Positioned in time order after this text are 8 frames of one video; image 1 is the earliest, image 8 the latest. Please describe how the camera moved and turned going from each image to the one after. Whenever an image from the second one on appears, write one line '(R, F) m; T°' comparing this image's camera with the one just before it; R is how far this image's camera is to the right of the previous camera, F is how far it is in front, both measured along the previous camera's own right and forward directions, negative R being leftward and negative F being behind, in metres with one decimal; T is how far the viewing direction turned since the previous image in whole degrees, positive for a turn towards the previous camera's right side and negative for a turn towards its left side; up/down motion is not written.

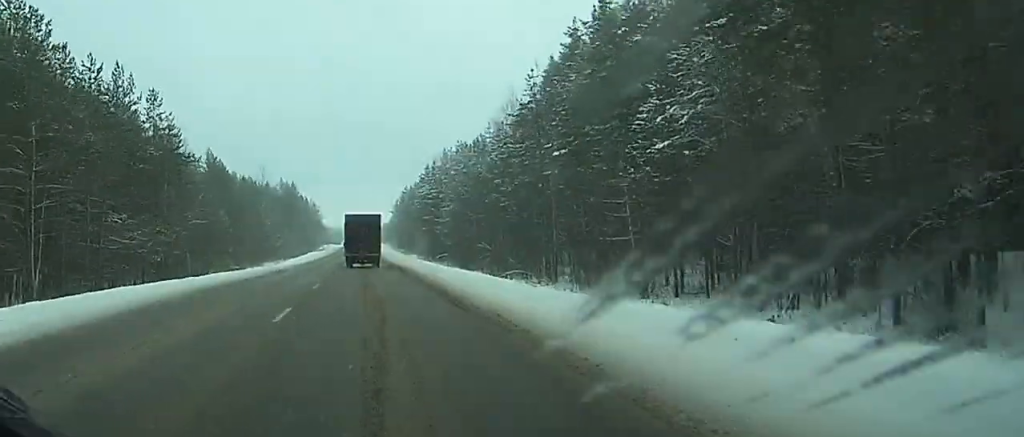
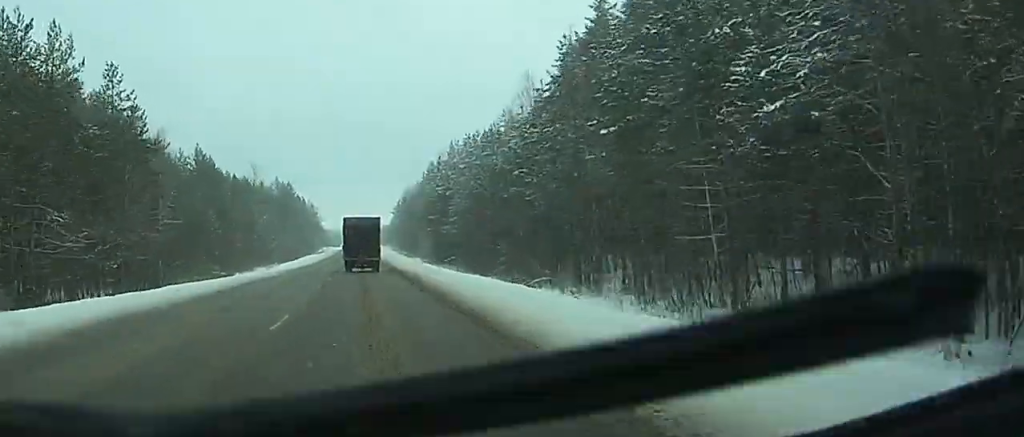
(+0.8, +12.0) m; +3°
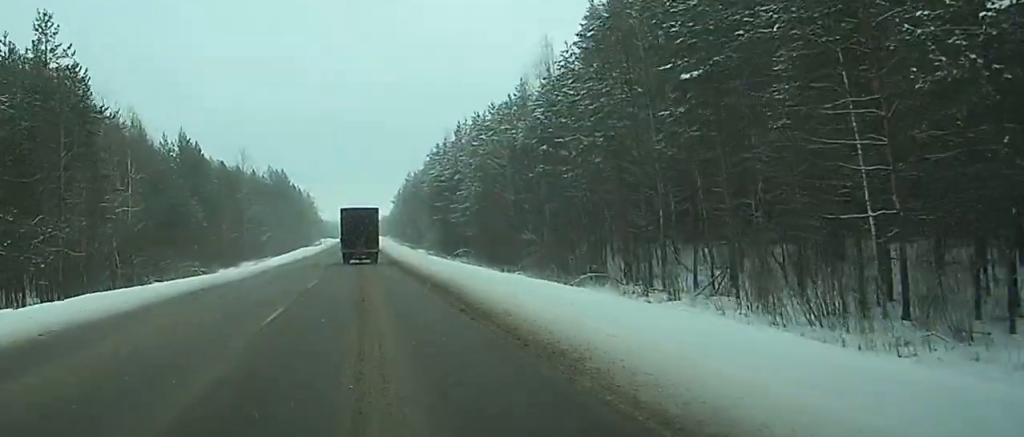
(+0.3, +12.8) m; +1°
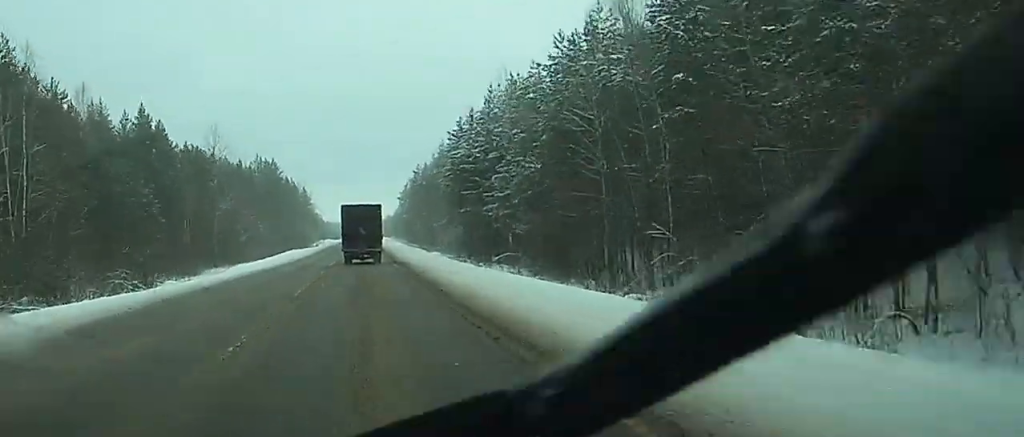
(-0.1, +28.4) m; -1°
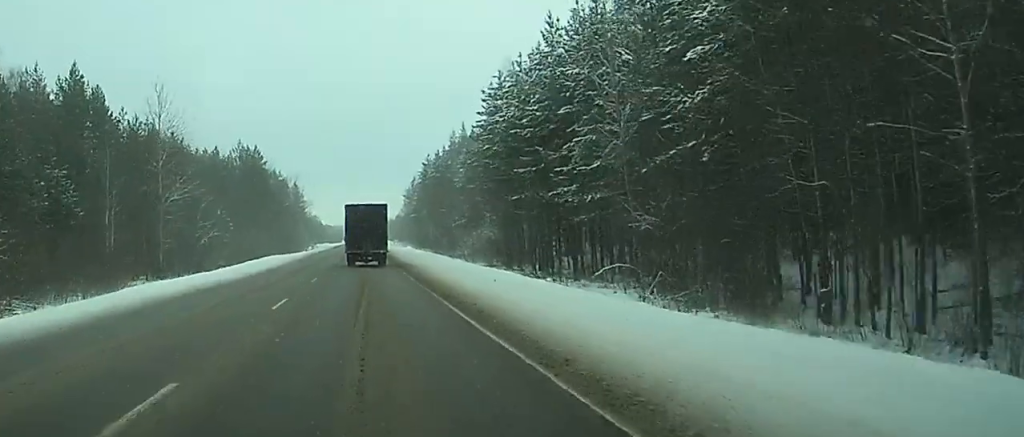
(-0.2, +29.6) m; 0°
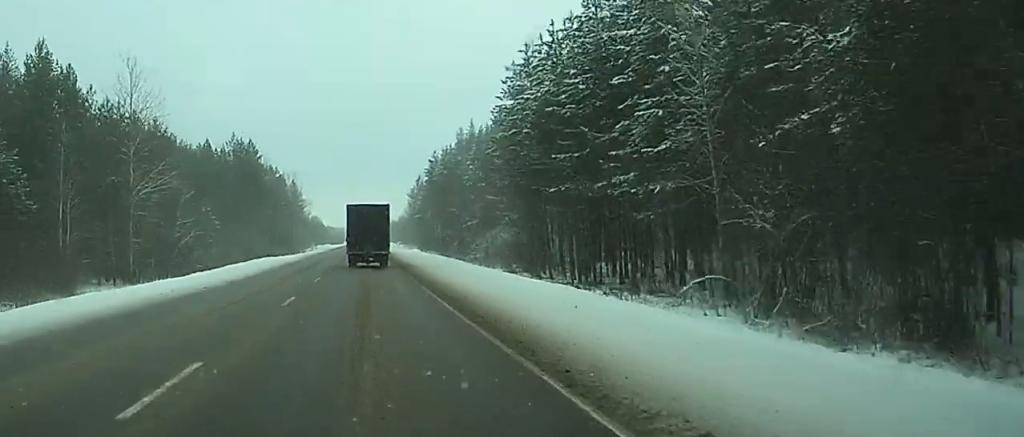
(0.0, +10.8) m; 0°
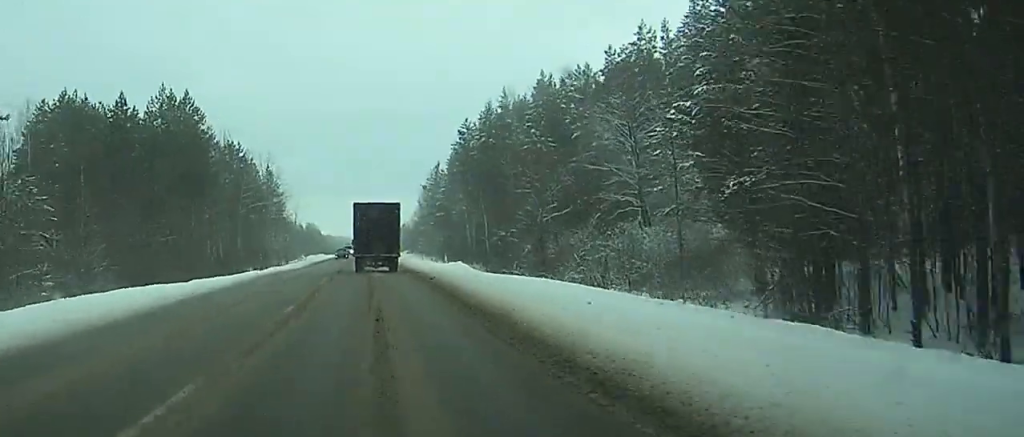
(-0.5, +49.5) m; -2°
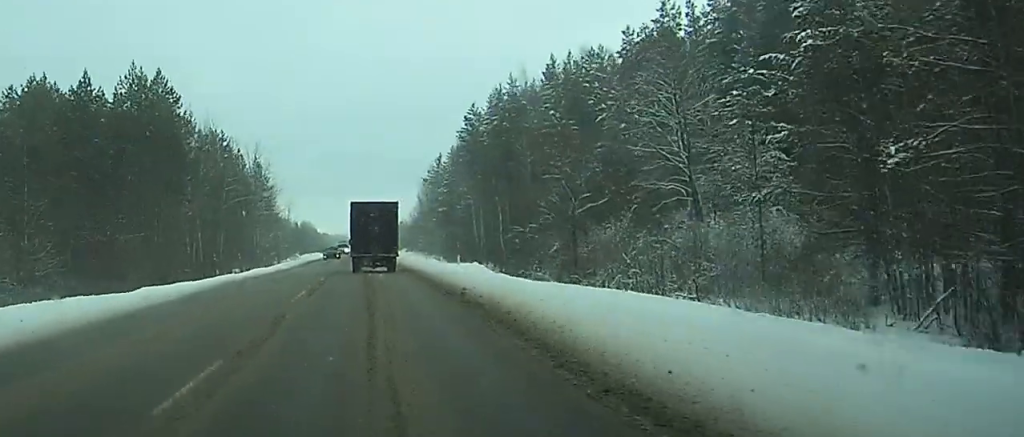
(+0.1, +10.6) m; -1°
